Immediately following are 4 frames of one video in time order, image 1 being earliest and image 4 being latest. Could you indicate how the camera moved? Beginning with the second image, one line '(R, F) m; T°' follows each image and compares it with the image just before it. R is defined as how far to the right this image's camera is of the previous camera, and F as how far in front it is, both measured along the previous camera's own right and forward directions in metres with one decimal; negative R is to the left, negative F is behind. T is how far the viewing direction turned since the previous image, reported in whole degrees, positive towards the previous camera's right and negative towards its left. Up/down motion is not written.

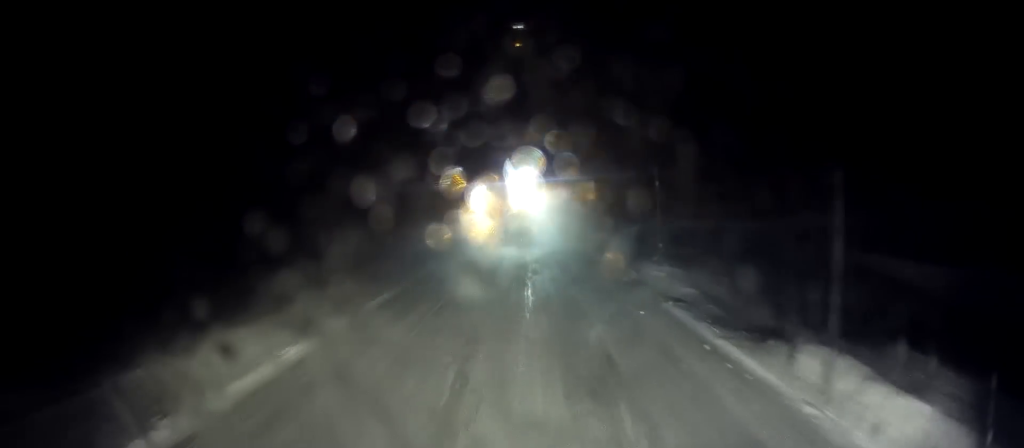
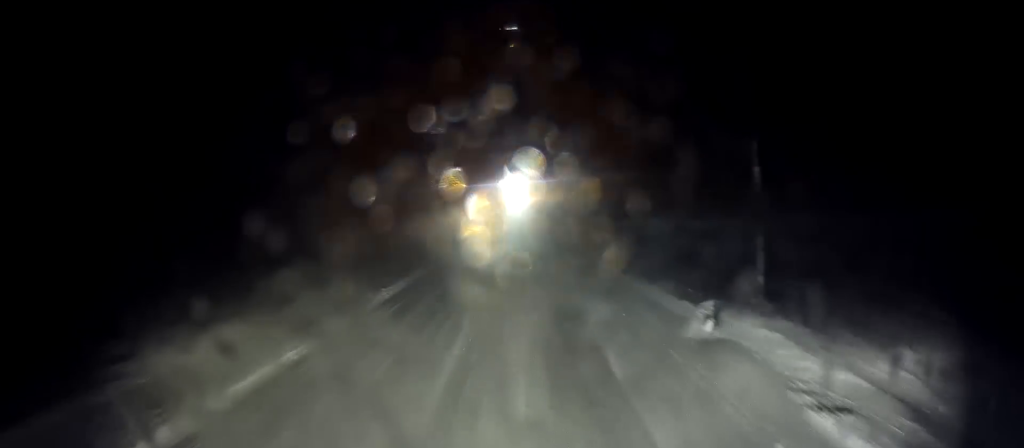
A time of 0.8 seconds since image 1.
(0.0, +6.6) m; +2°
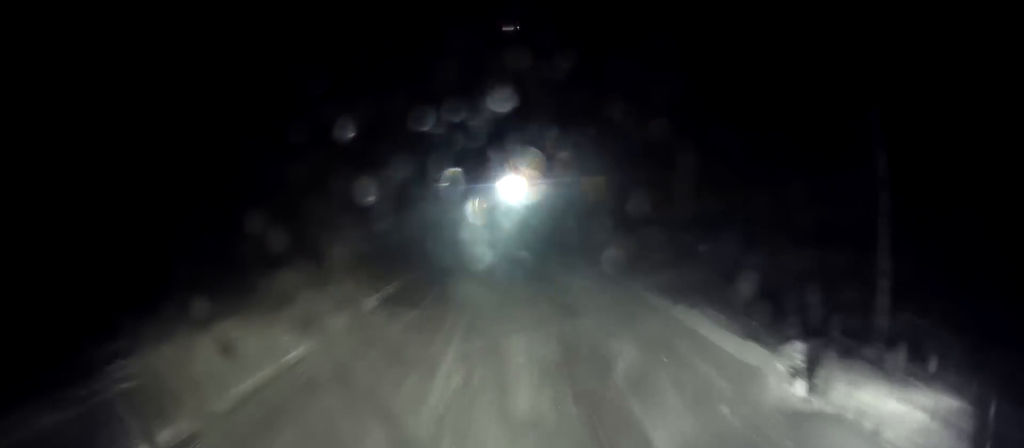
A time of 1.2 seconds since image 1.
(+0.1, +3.4) m; +1°
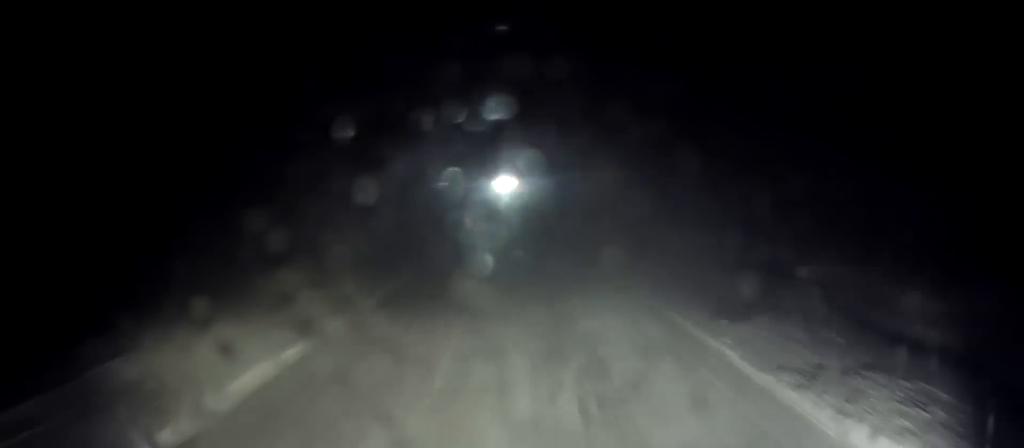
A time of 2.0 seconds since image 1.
(+0.2, +6.5) m; +1°
